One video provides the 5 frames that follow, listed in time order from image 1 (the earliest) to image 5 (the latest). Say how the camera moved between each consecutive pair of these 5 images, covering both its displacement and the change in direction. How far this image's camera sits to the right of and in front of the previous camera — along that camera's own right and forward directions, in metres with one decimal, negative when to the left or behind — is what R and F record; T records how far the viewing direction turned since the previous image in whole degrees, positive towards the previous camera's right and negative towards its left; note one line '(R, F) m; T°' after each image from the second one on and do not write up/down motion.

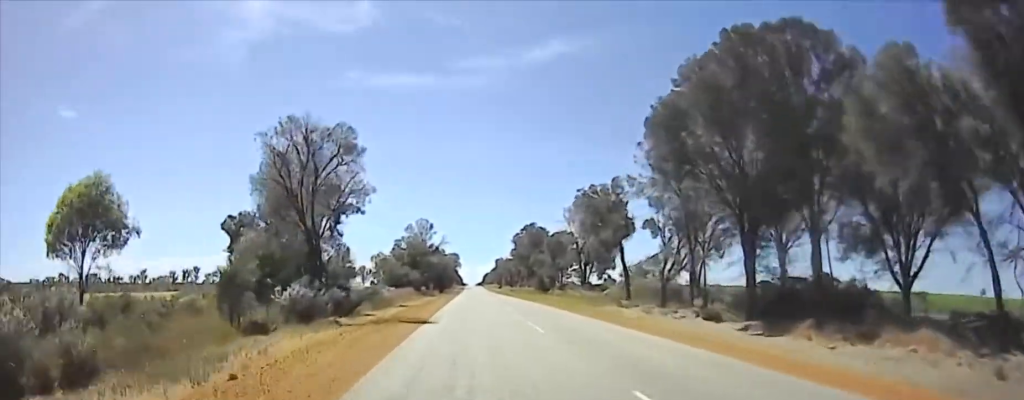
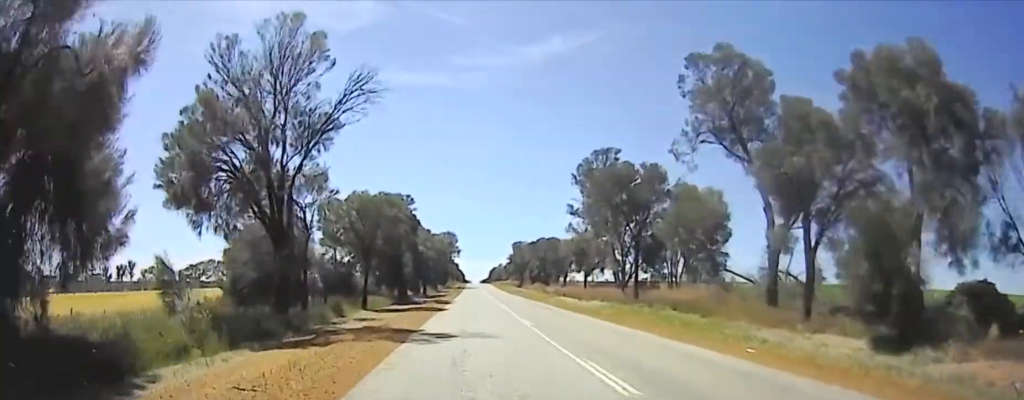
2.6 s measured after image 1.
(+2.0, +86.2) m; 0°
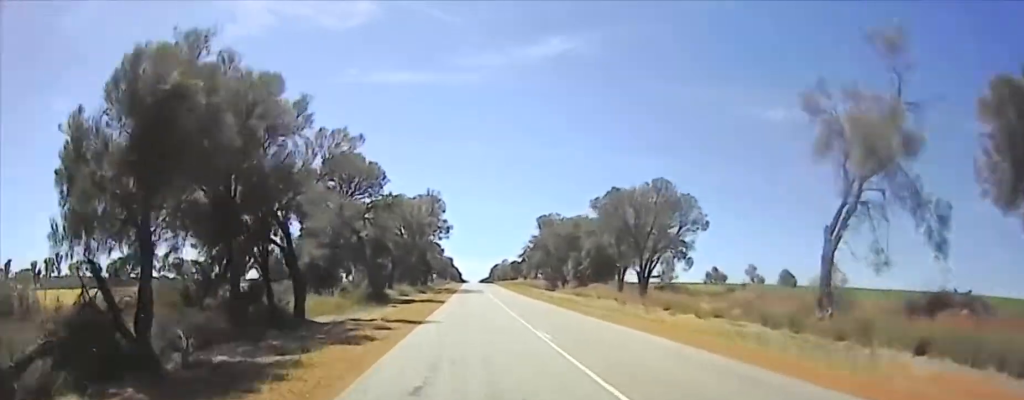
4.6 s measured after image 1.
(+0.6, +56.1) m; +2°
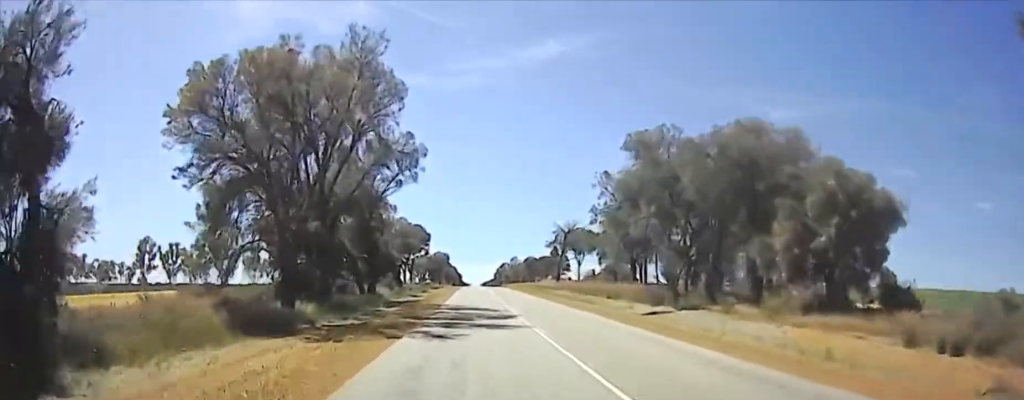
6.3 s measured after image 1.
(-0.3, +42.0) m; 0°
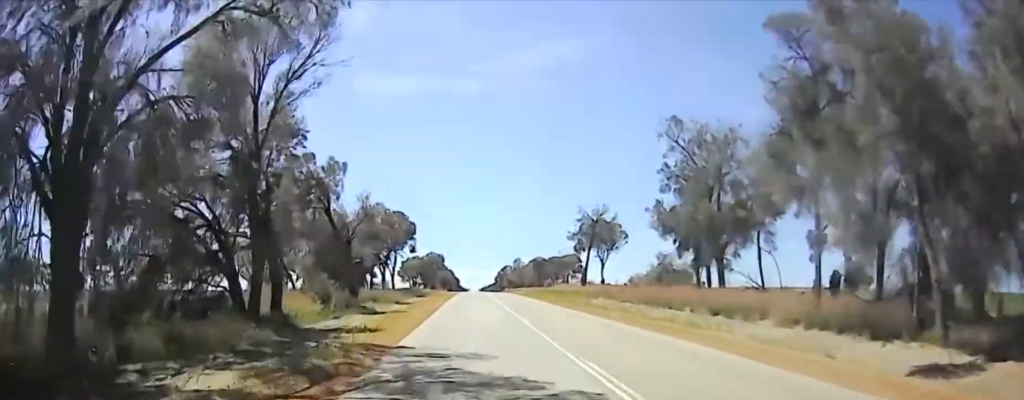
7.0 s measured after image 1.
(0.0, +16.6) m; 0°
